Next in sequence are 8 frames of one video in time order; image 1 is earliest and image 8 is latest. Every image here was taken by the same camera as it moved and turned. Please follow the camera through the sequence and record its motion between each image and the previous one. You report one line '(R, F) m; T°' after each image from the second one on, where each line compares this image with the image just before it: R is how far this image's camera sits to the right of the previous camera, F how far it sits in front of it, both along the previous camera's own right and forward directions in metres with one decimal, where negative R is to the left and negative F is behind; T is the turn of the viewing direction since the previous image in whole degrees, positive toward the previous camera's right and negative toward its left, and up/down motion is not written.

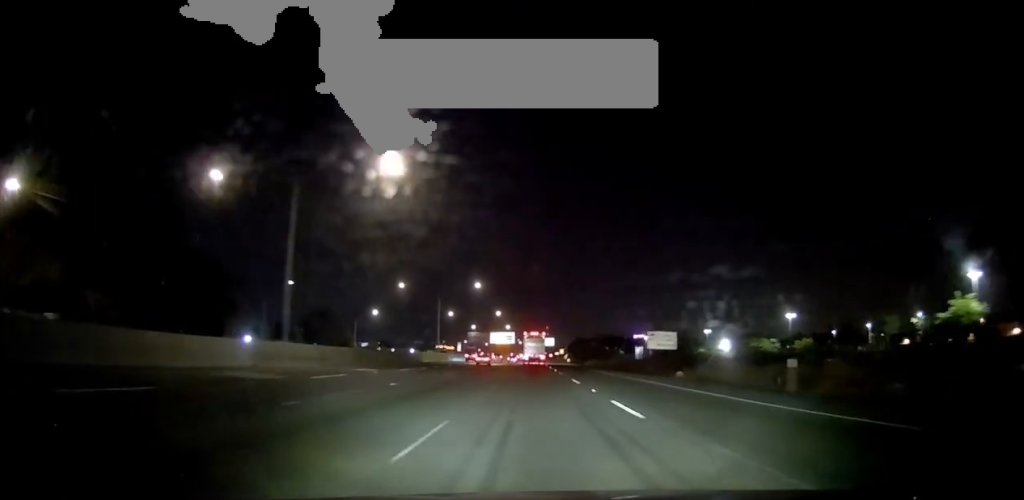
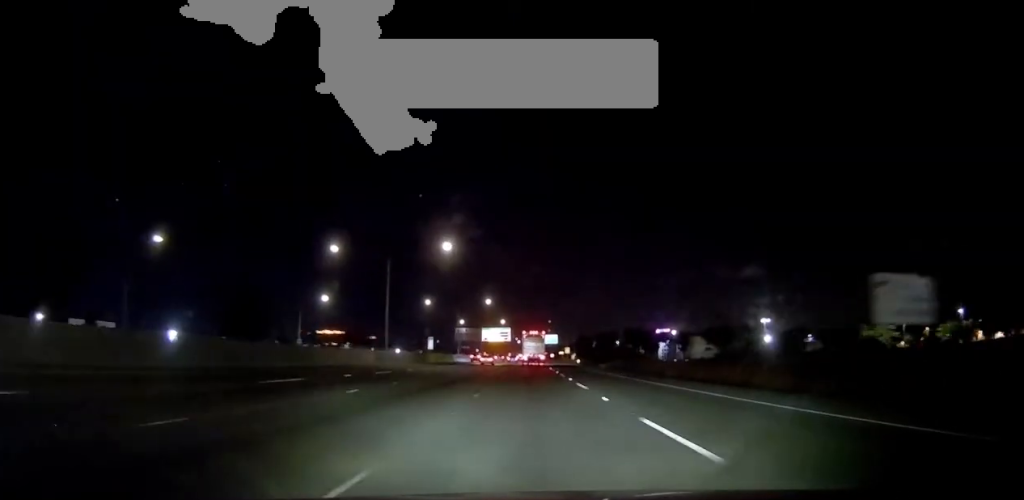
(0.0, +33.7) m; 0°
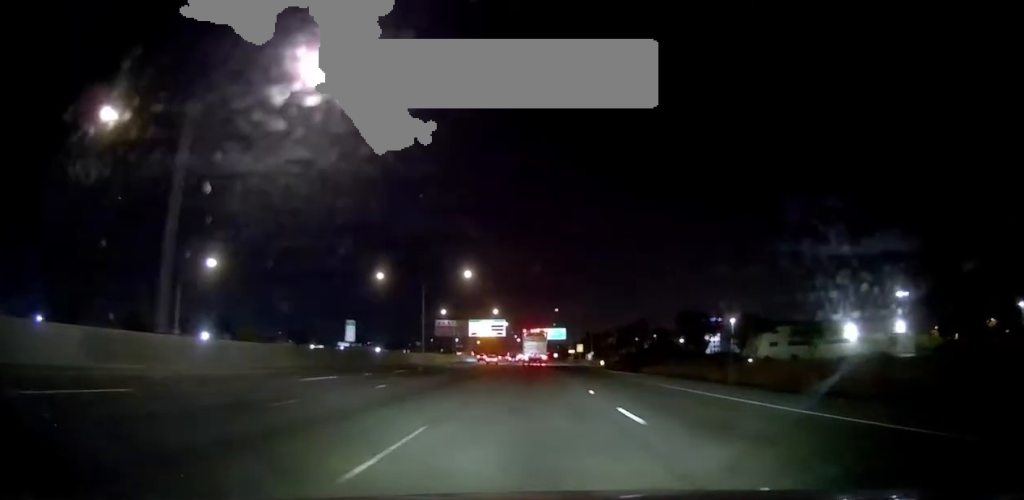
(0.0, +40.9) m; 0°
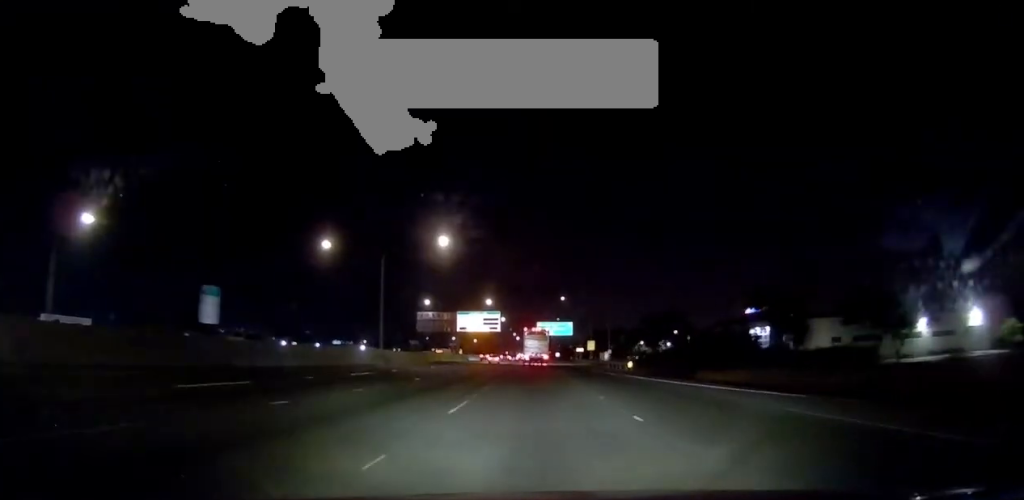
(0.0, +23.1) m; 0°
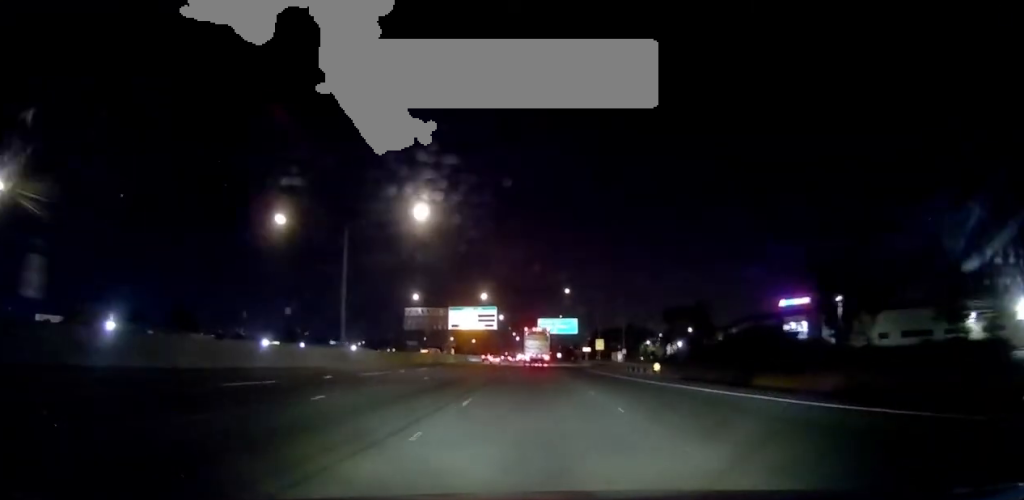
(0.0, +12.4) m; 0°
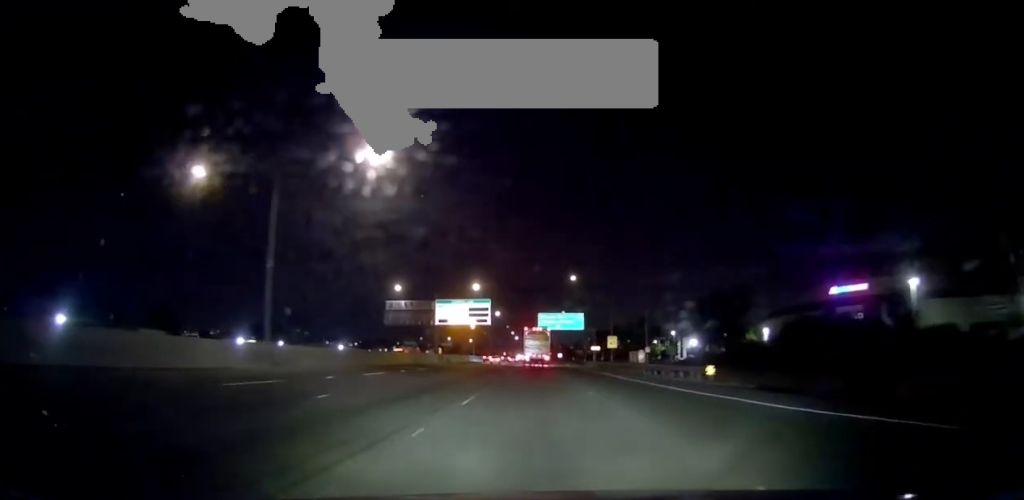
(0.0, +14.2) m; 0°
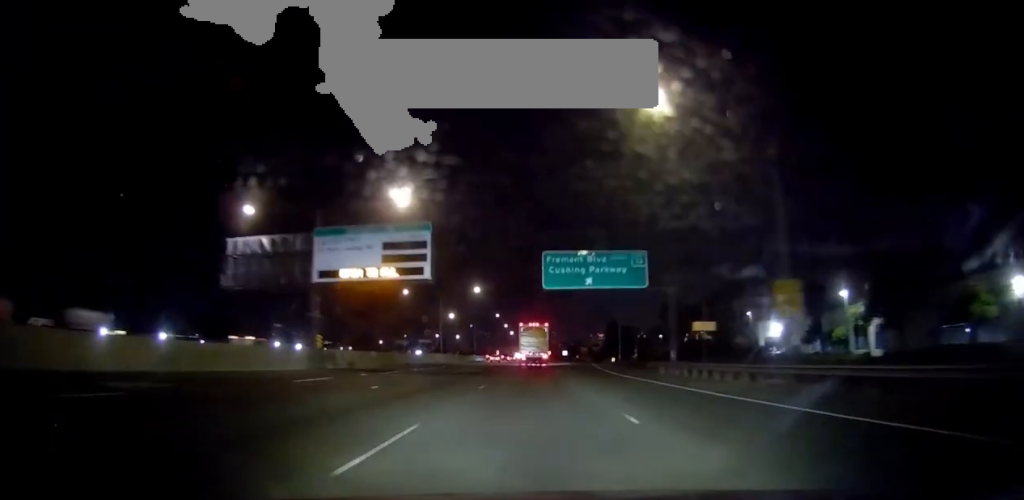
(0.0, +52.4) m; 0°
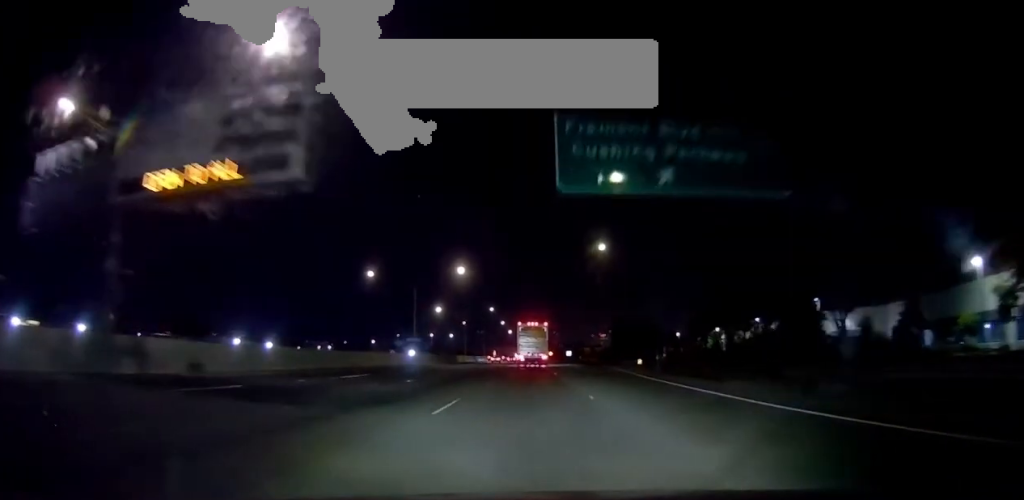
(0.0, +23.1) m; 0°
